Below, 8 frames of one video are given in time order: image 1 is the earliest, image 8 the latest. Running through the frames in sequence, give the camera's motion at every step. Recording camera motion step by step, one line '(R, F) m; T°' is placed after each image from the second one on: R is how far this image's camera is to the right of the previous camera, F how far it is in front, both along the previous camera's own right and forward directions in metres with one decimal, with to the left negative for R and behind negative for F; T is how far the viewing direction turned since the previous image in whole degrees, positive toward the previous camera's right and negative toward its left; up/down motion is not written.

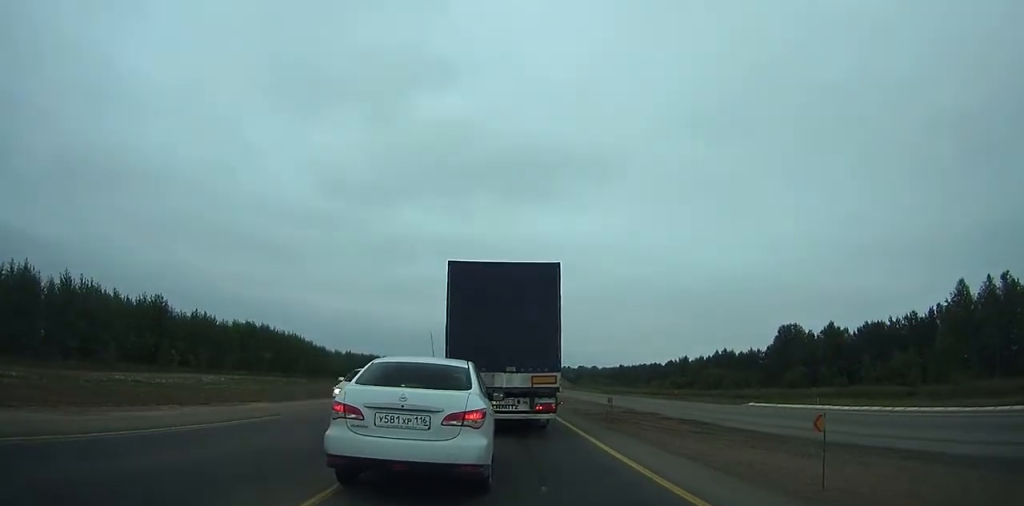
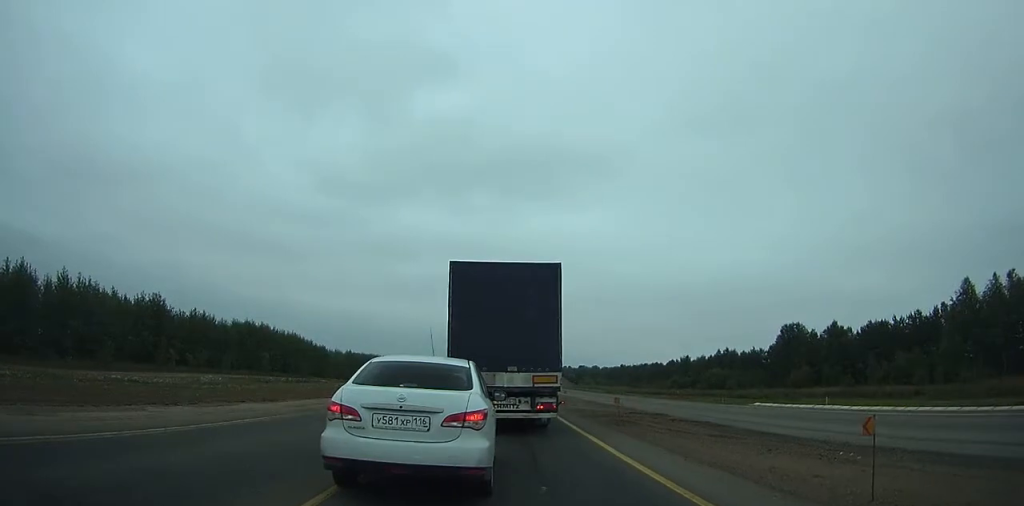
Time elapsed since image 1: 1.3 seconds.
(0.0, +1.2) m; +2°
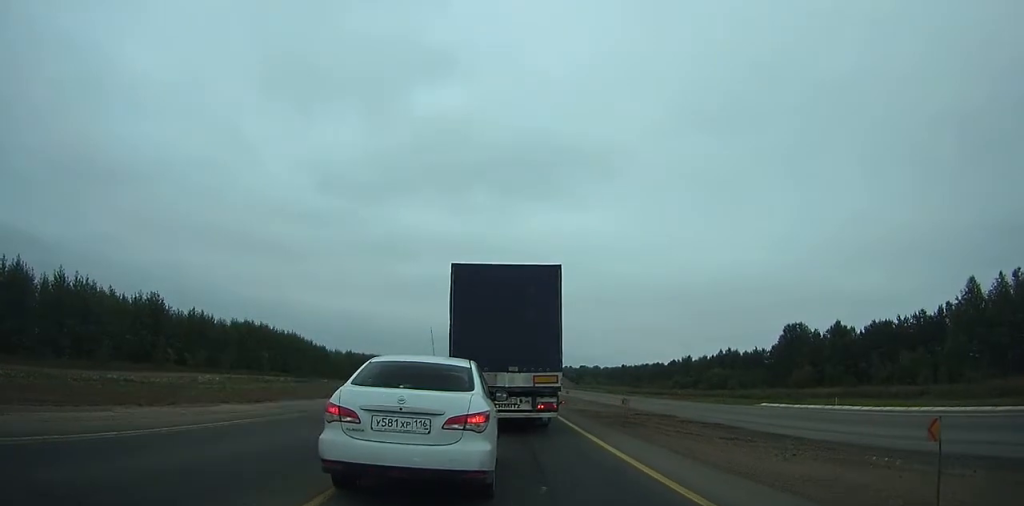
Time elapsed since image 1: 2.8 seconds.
(0.0, +1.3) m; 0°
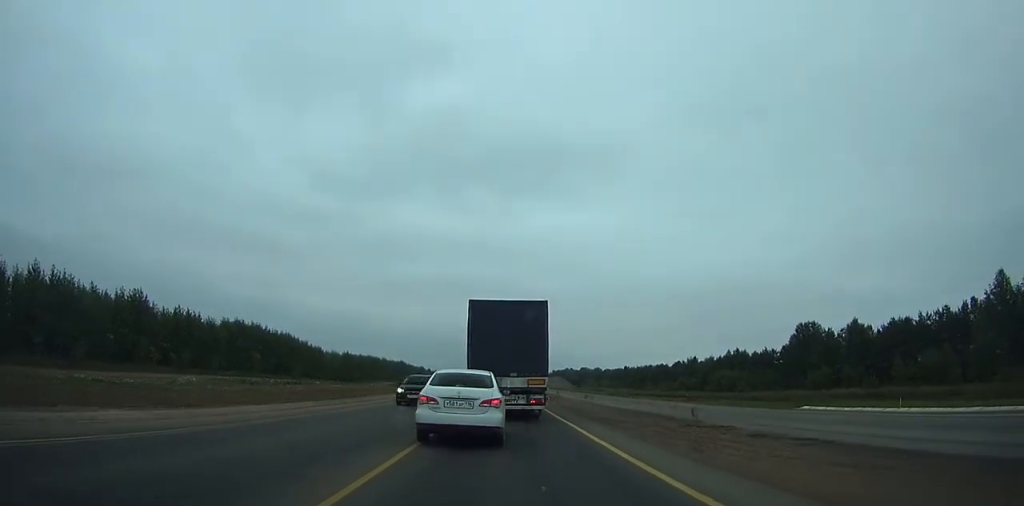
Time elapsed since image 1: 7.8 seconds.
(0.0, +5.4) m; 0°
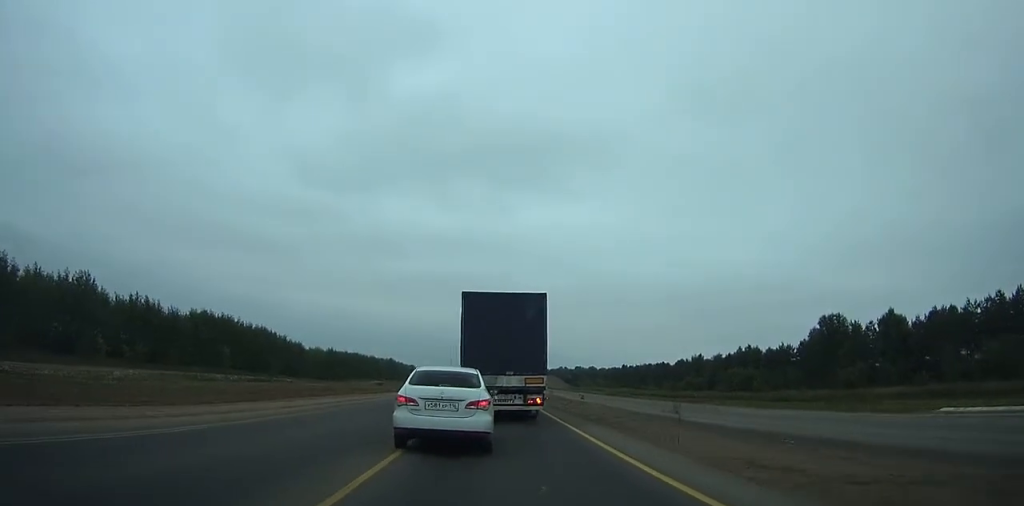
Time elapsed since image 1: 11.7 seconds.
(0.0, +7.0) m; 0°
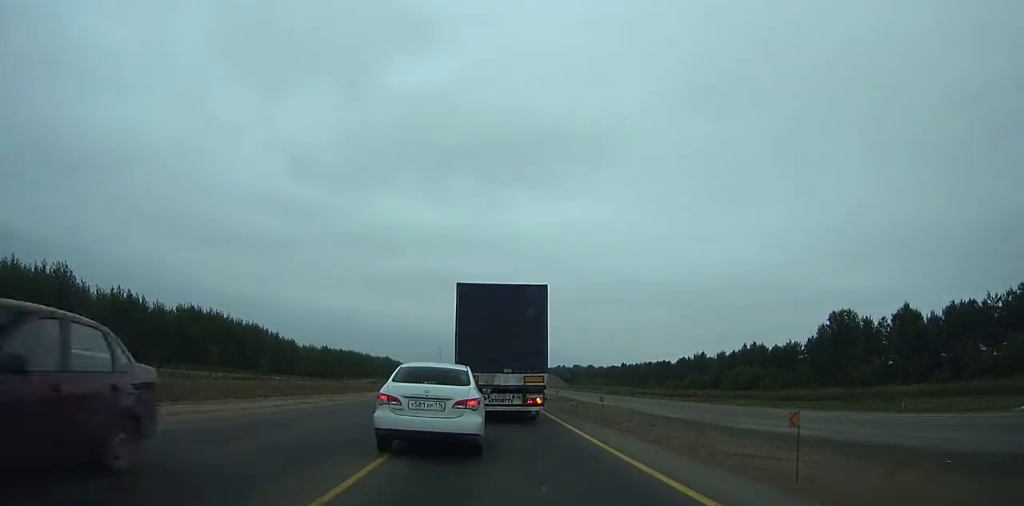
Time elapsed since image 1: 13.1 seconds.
(0.0, +3.1) m; 0°
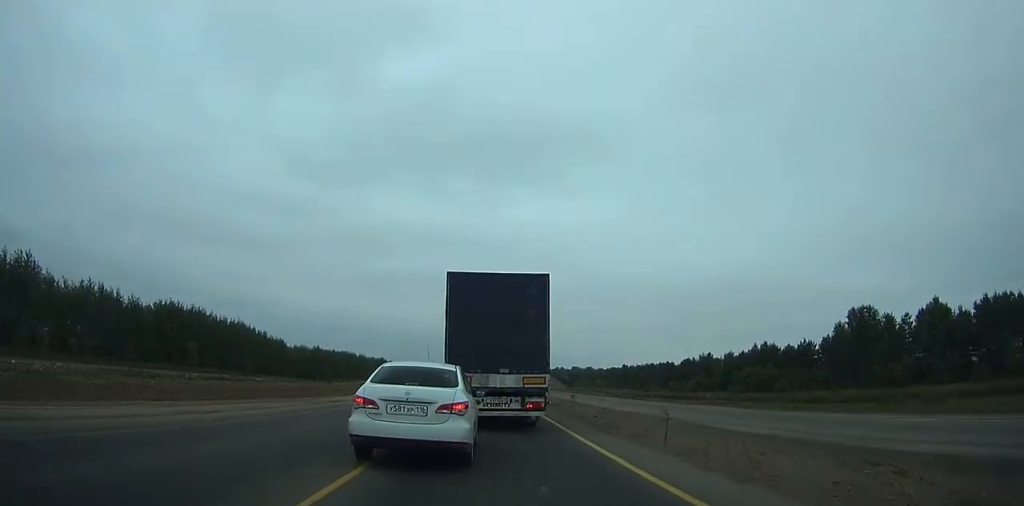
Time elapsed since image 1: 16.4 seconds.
(0.0, +8.1) m; -2°
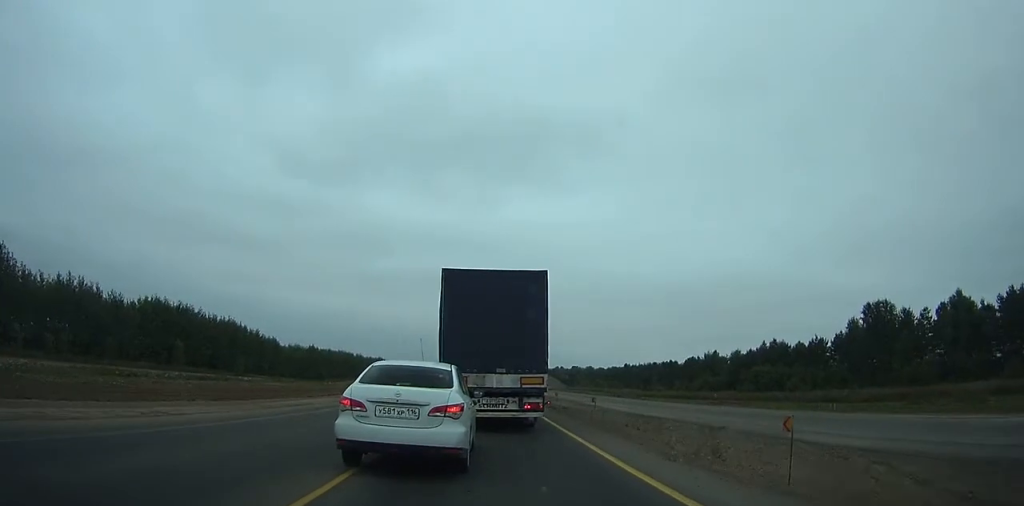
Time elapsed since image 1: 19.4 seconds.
(-0.2, +7.1) m; -1°
